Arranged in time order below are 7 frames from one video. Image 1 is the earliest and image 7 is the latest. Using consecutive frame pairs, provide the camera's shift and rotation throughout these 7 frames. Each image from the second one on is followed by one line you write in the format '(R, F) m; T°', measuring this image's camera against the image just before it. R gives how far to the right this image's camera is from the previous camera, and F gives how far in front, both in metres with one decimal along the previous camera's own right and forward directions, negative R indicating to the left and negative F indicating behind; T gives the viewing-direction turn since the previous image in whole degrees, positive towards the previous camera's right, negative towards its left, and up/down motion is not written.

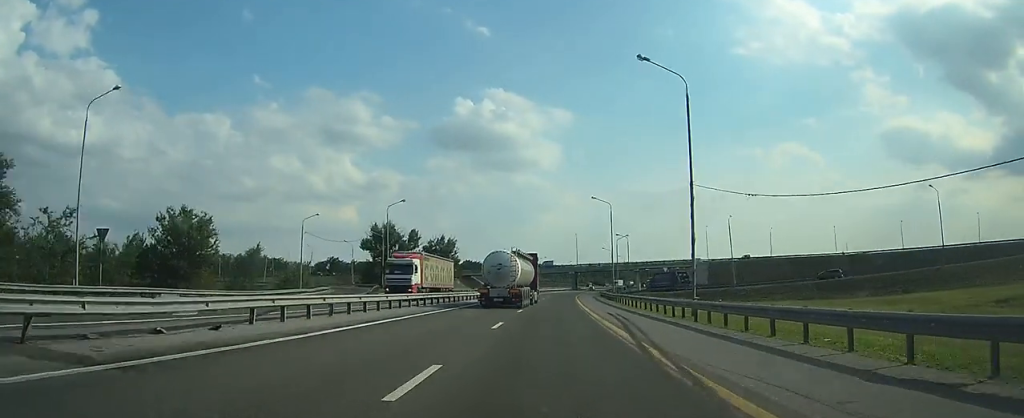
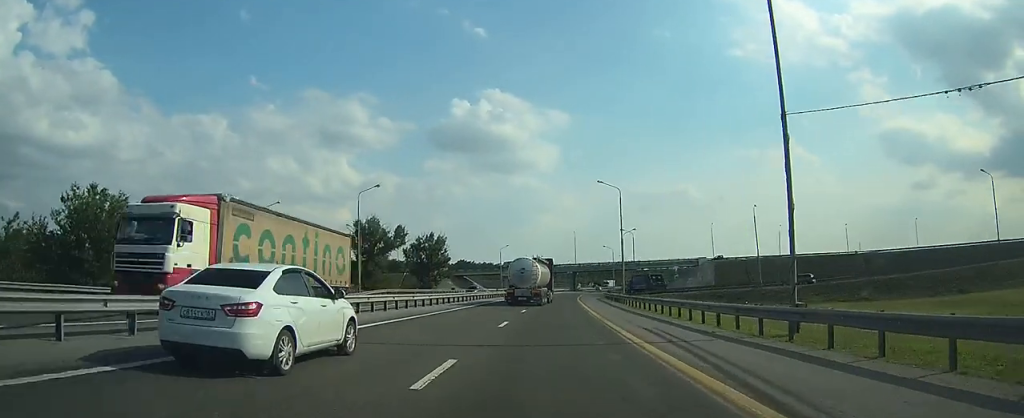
(+0.1, +9.3) m; 0°
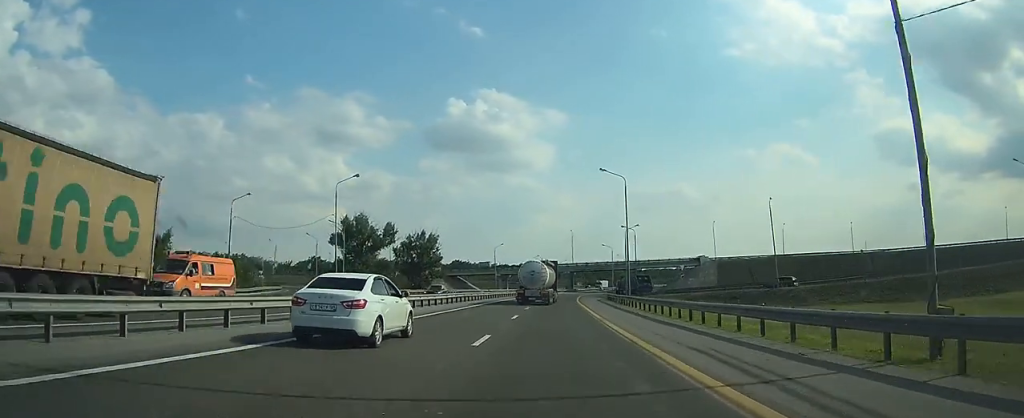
(-0.2, +5.3) m; -1°
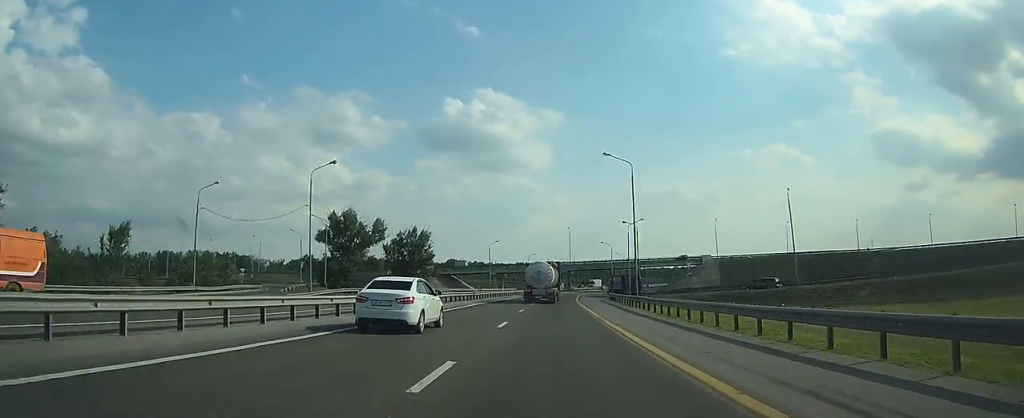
(-0.1, +5.0) m; 0°
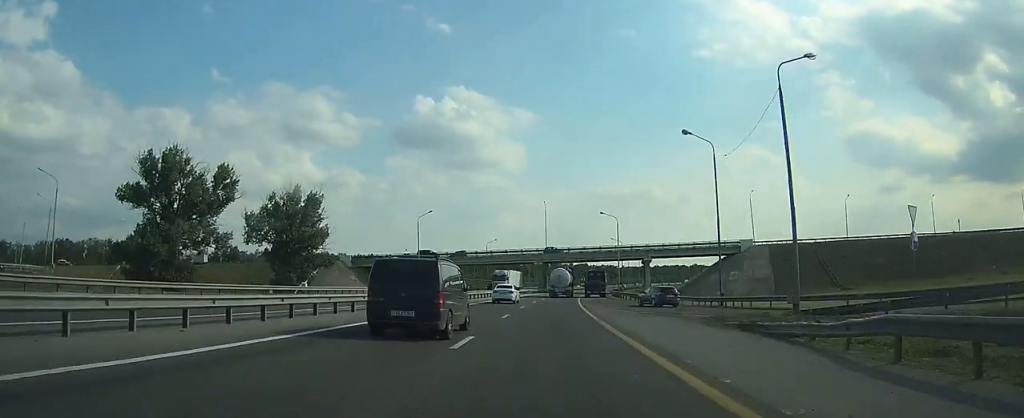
(+2.2, +48.3) m; +2°
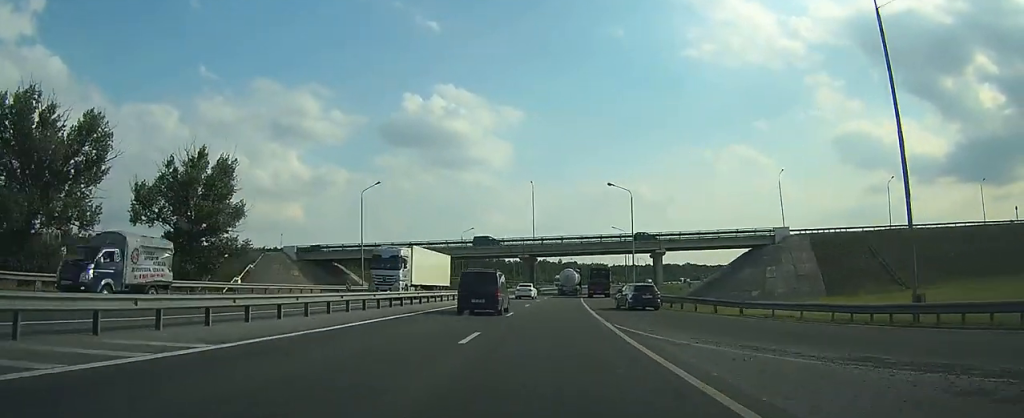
(-0.2, +20.9) m; 0°
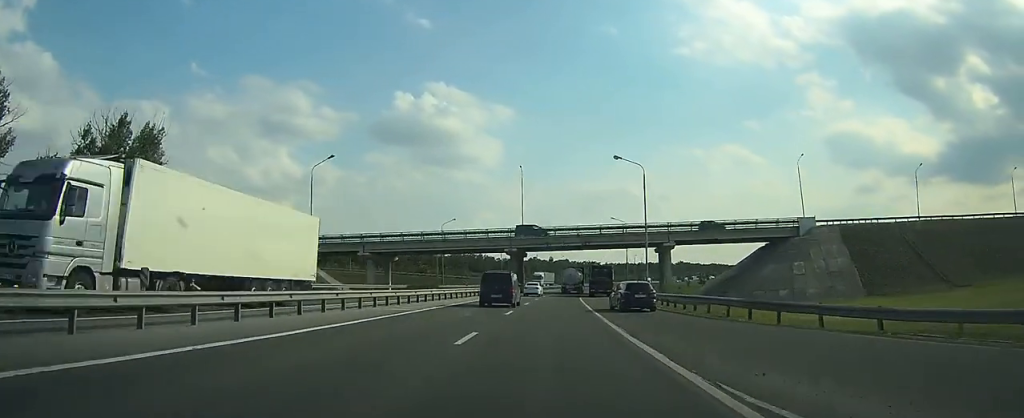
(0.0, +11.6) m; +1°
